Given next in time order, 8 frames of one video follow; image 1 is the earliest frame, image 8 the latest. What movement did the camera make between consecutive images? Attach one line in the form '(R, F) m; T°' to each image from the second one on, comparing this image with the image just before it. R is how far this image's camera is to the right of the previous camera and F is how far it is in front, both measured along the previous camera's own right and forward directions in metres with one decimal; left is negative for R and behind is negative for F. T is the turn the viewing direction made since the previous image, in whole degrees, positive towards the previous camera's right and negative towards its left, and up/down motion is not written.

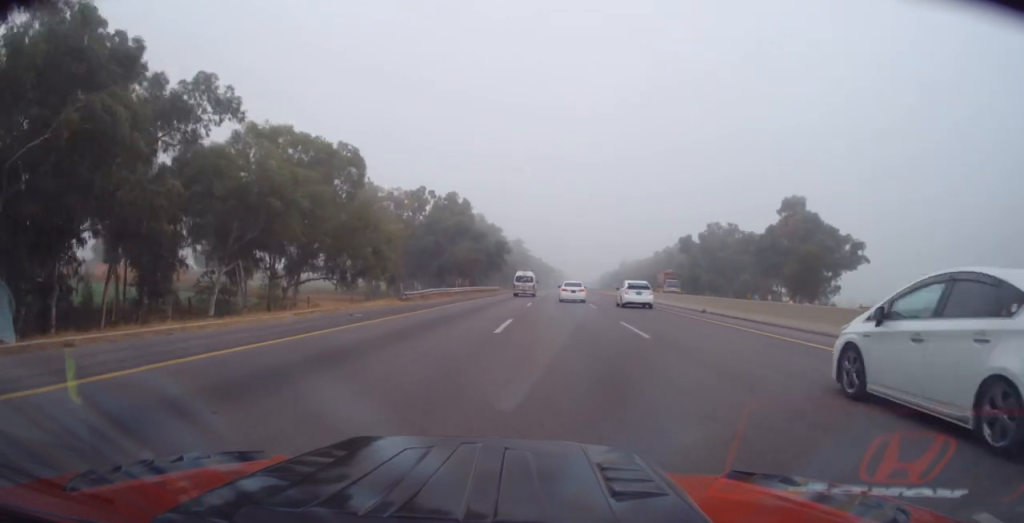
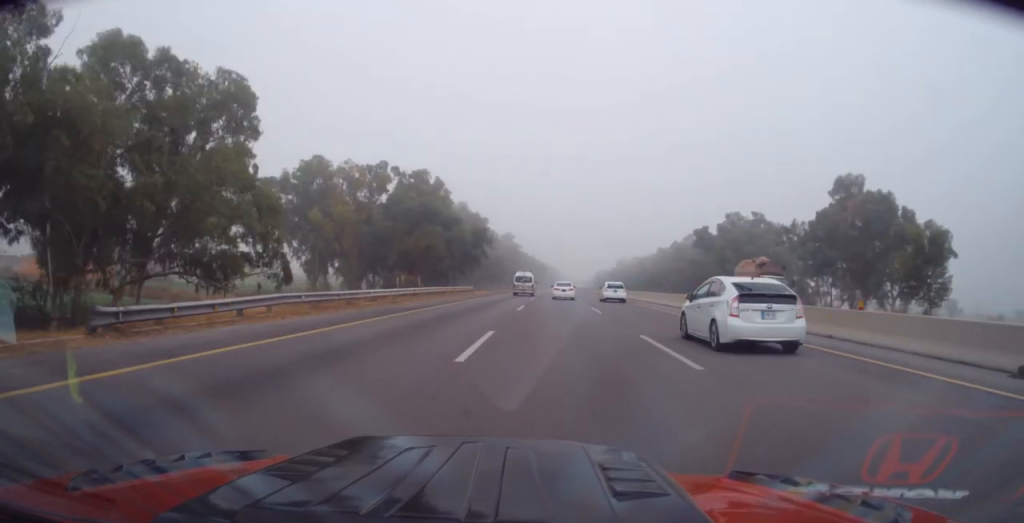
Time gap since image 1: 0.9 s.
(+0.2, +23.4) m; +1°
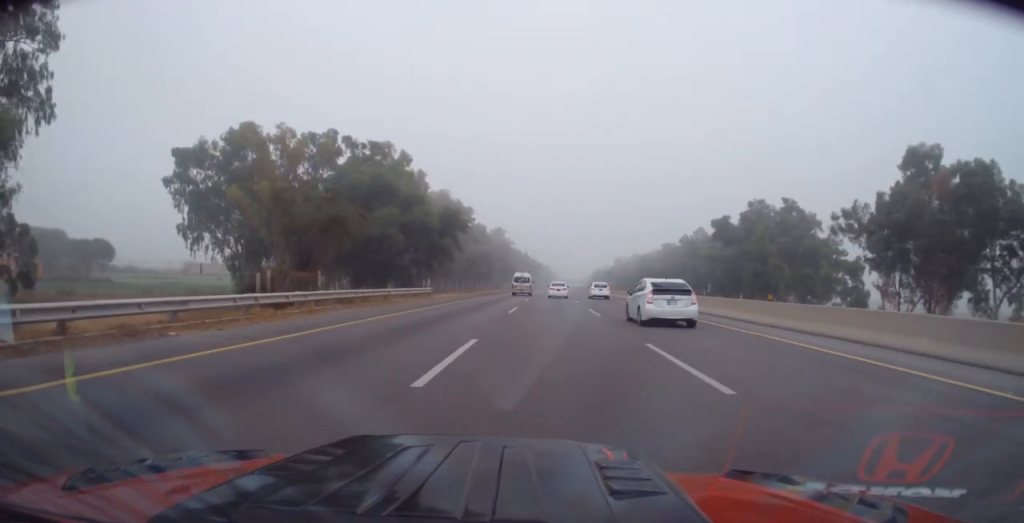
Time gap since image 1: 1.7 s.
(+0.2, +20.1) m; 0°
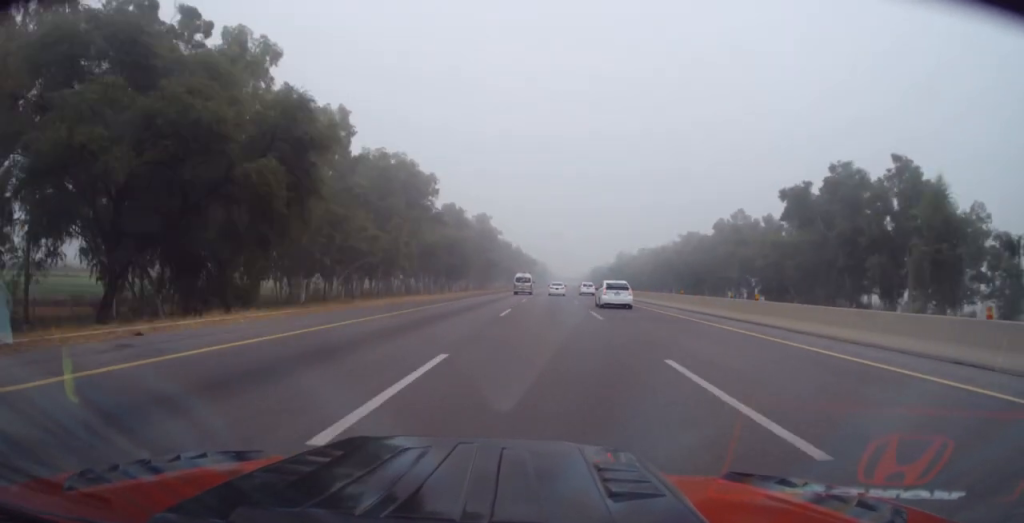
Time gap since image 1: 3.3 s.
(+0.7, +38.8) m; +1°
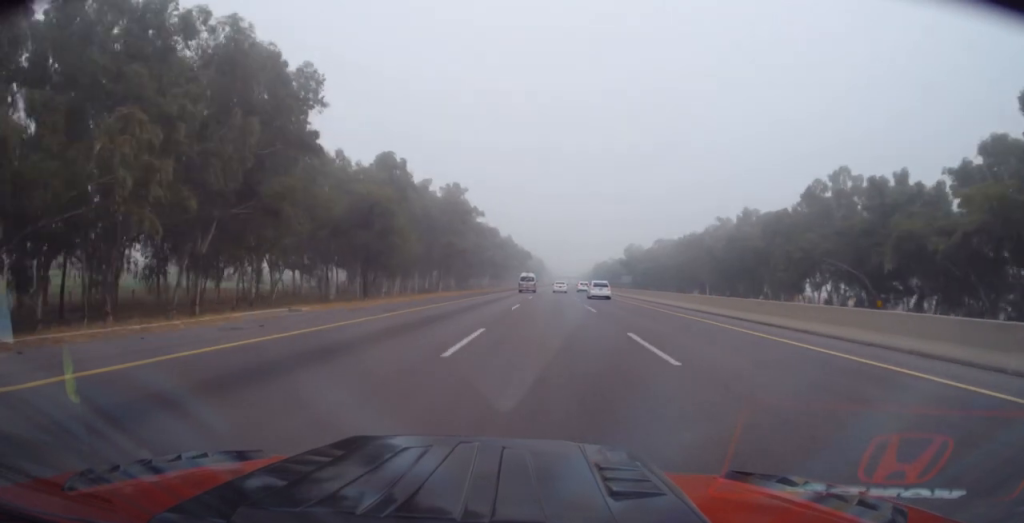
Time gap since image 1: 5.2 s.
(-0.7, +48.4) m; 0°
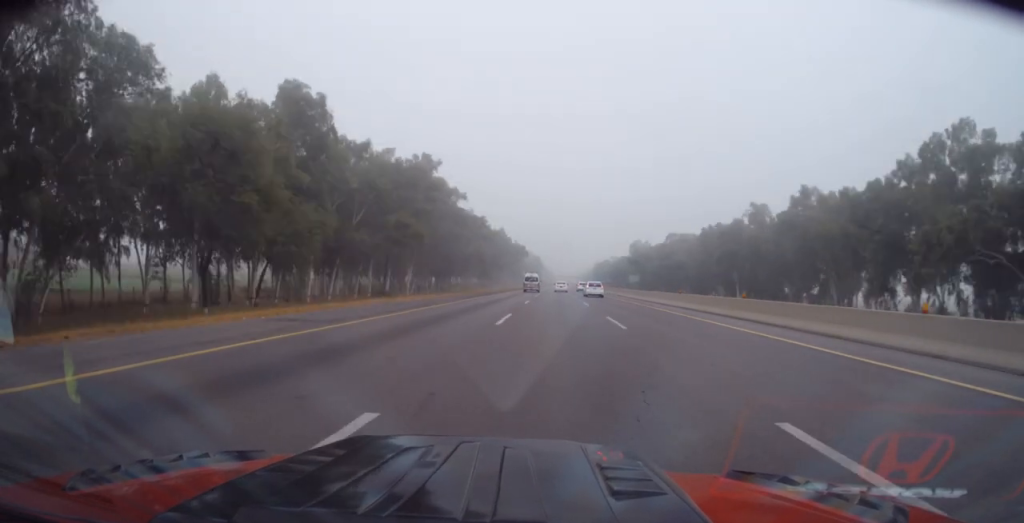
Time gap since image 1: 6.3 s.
(+0.1, +28.1) m; 0°
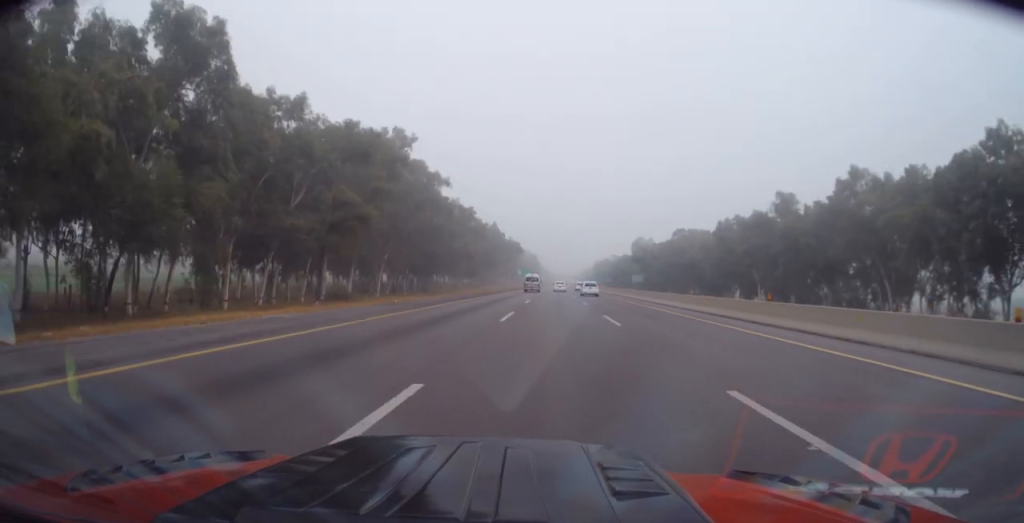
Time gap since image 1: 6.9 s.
(0.0, +16.3) m; 0°
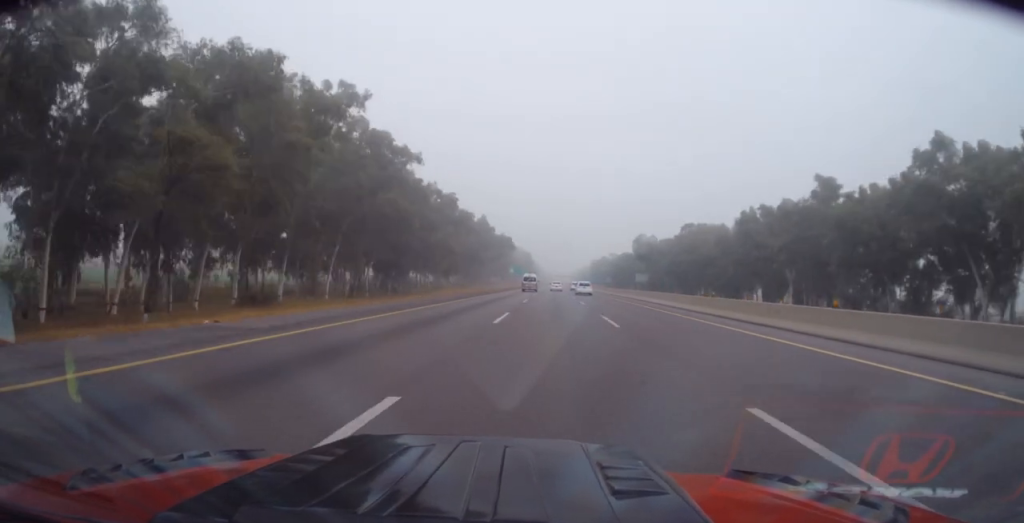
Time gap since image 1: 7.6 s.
(+0.1, +18.9) m; 0°
